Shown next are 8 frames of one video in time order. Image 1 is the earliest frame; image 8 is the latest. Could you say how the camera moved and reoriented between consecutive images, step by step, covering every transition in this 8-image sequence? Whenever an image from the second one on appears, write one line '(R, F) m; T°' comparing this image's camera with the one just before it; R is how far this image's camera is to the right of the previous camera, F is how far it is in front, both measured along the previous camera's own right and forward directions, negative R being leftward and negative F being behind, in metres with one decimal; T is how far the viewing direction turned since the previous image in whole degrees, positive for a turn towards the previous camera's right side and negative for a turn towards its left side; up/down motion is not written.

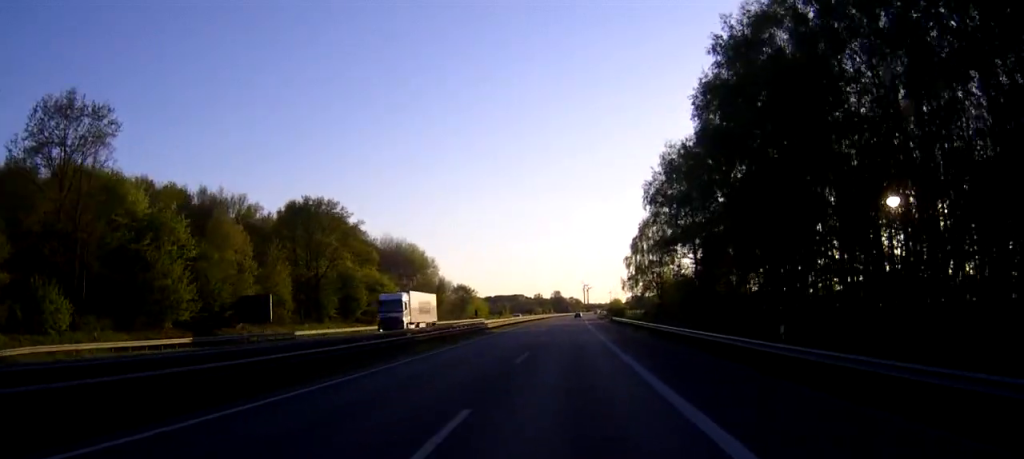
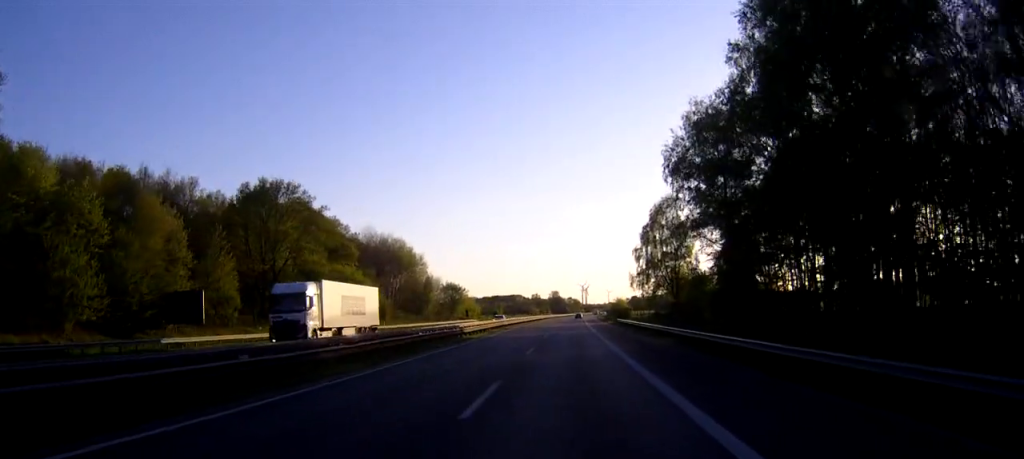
(0.0, +13.2) m; 0°
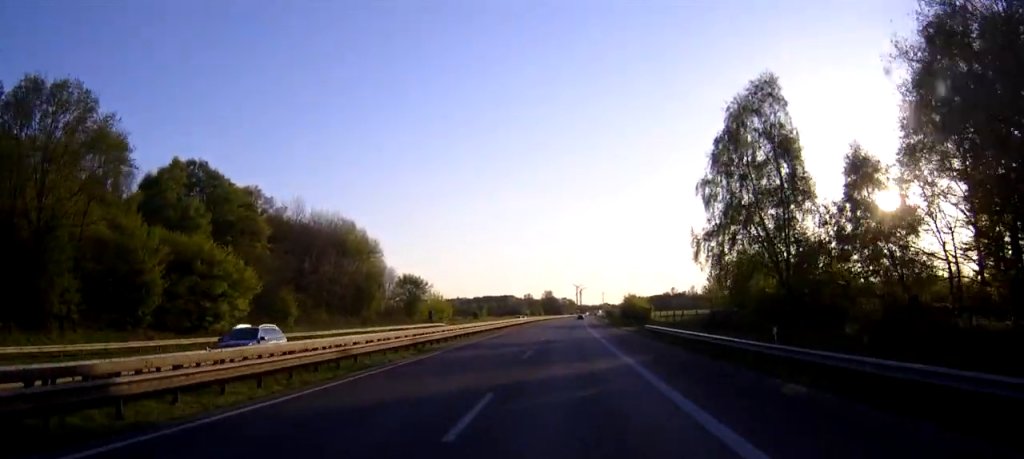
(+0.2, +38.5) m; 0°
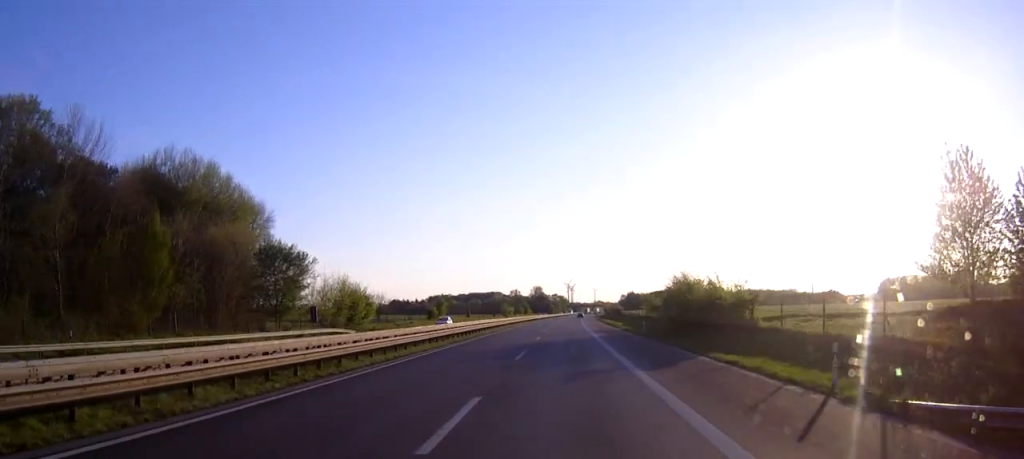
(+0.1, +55.1) m; +1°
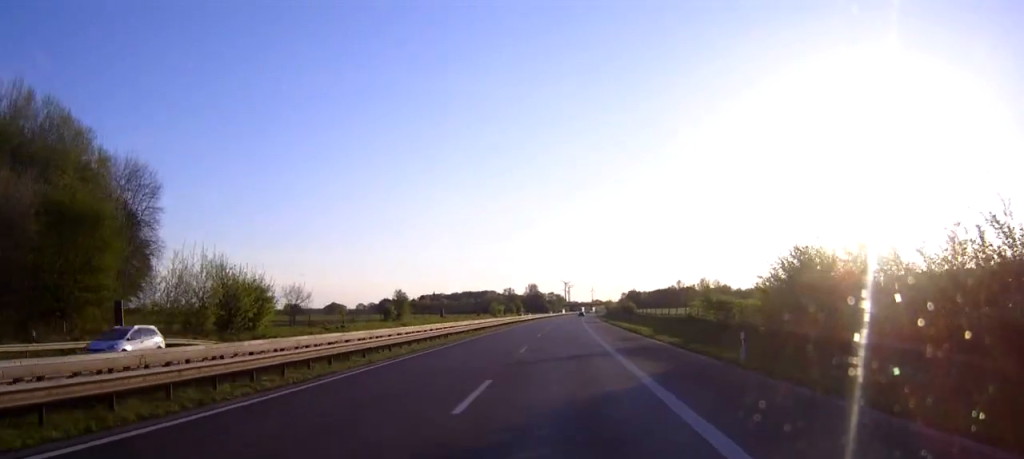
(+0.2, +32.7) m; 0°
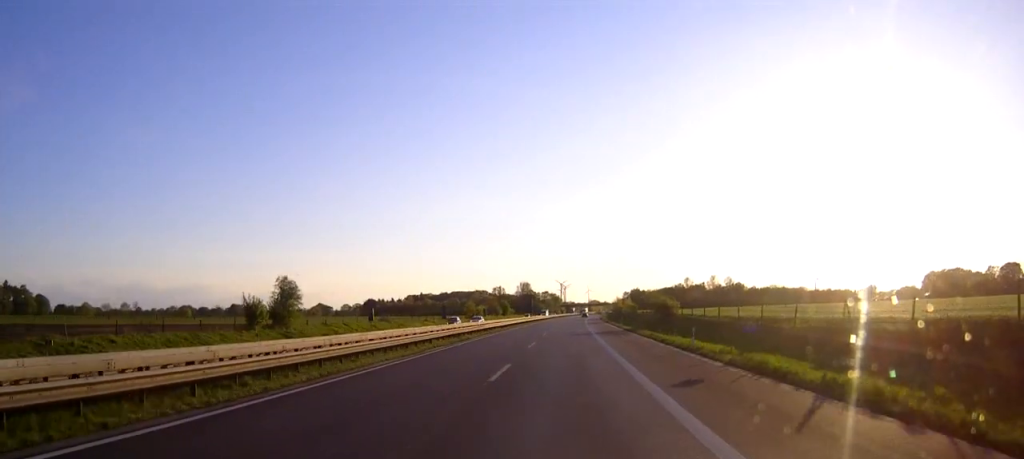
(0.0, +47.7) m; 0°
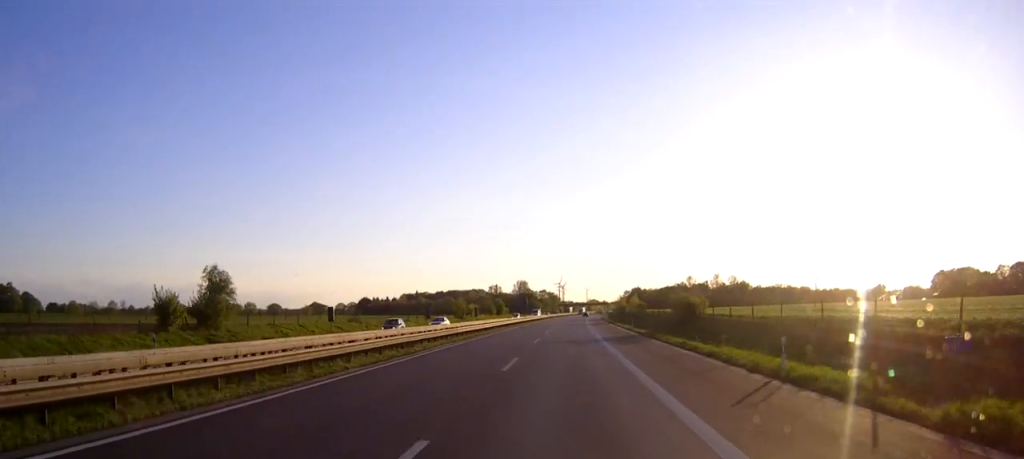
(+0.1, +15.0) m; 0°
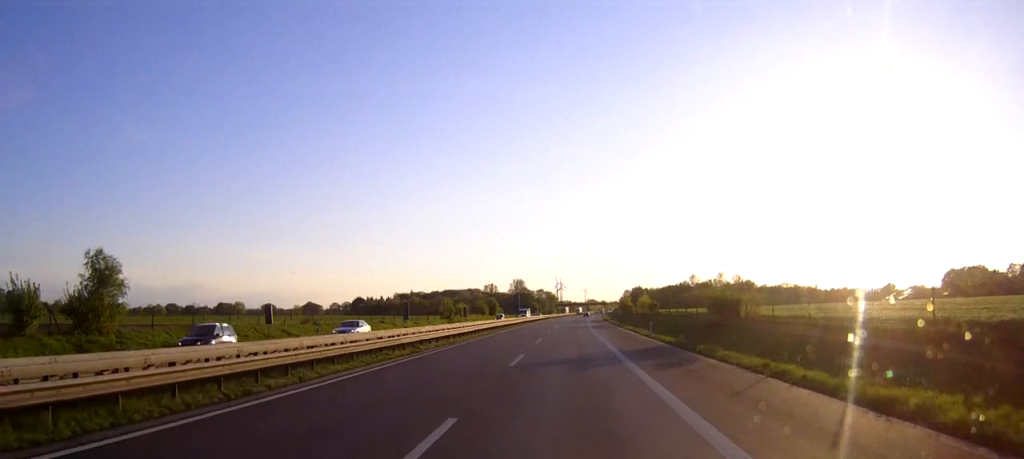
(0.0, +15.9) m; 0°
